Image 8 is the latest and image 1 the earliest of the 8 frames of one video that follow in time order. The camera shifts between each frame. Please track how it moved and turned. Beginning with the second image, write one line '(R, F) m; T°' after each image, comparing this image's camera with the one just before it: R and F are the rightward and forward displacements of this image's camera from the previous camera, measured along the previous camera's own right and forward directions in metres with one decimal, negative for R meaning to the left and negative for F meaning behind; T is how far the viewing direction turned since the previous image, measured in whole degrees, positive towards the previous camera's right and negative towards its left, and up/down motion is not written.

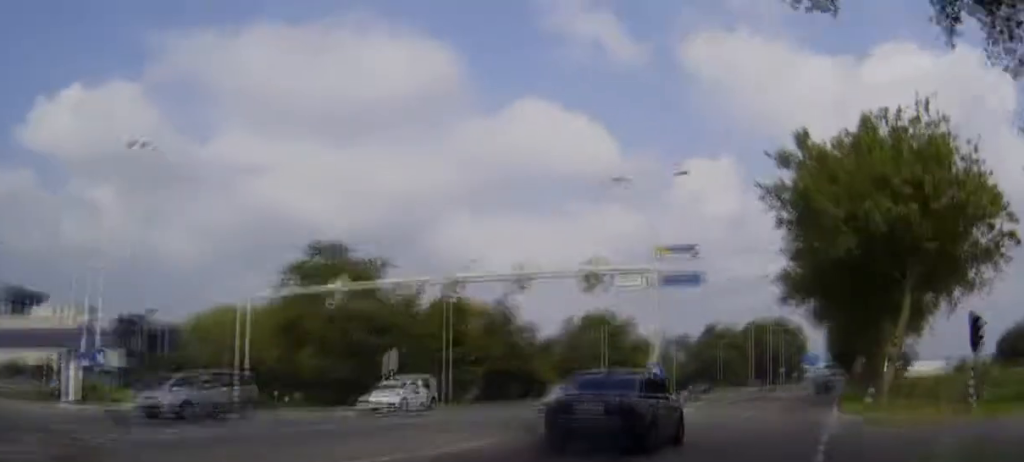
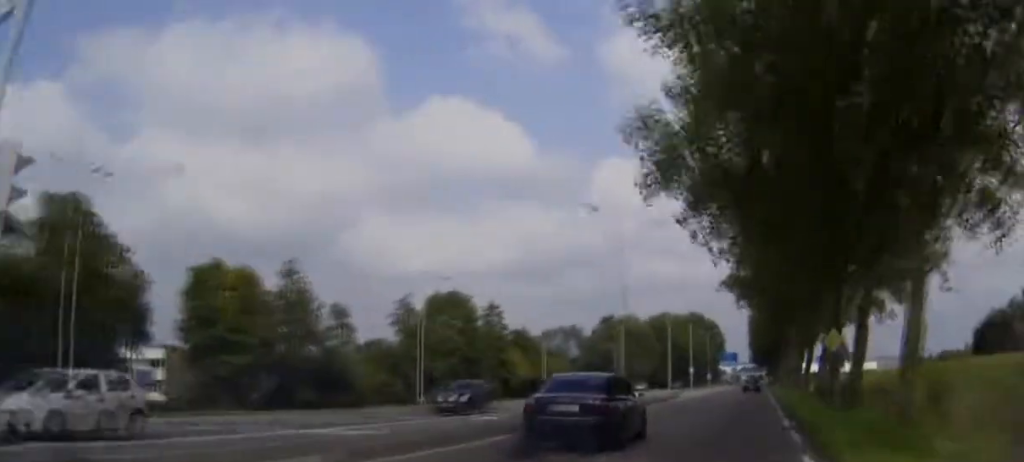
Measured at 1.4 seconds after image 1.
(+1.1, +28.3) m; +4°
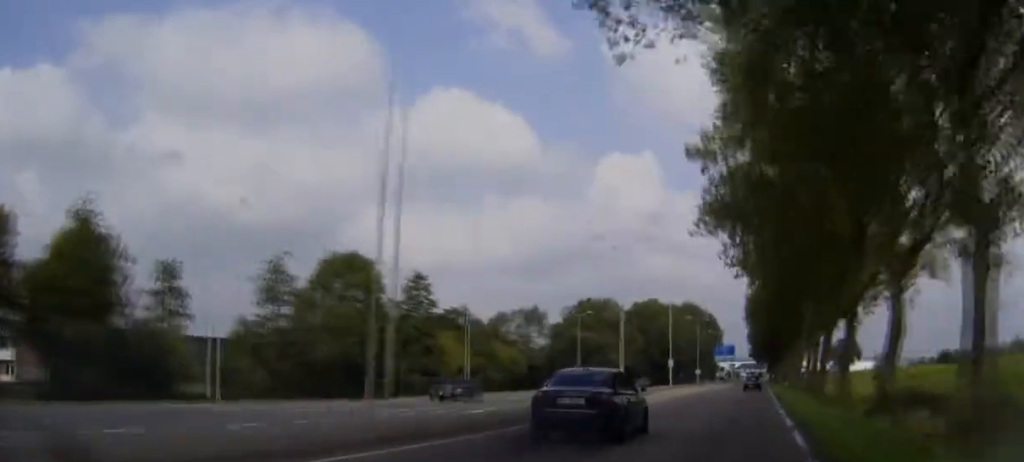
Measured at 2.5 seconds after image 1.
(+0.4, +25.2) m; +1°
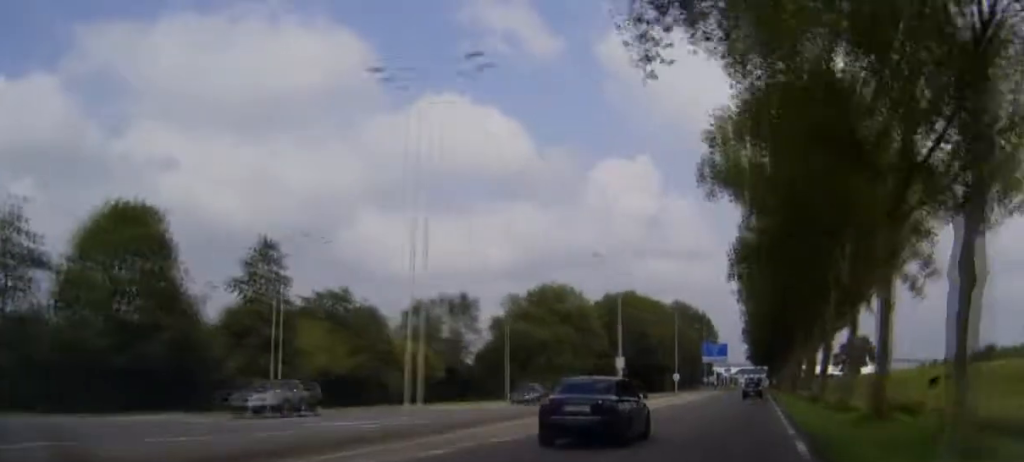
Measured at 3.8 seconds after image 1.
(-0.2, +29.2) m; 0°
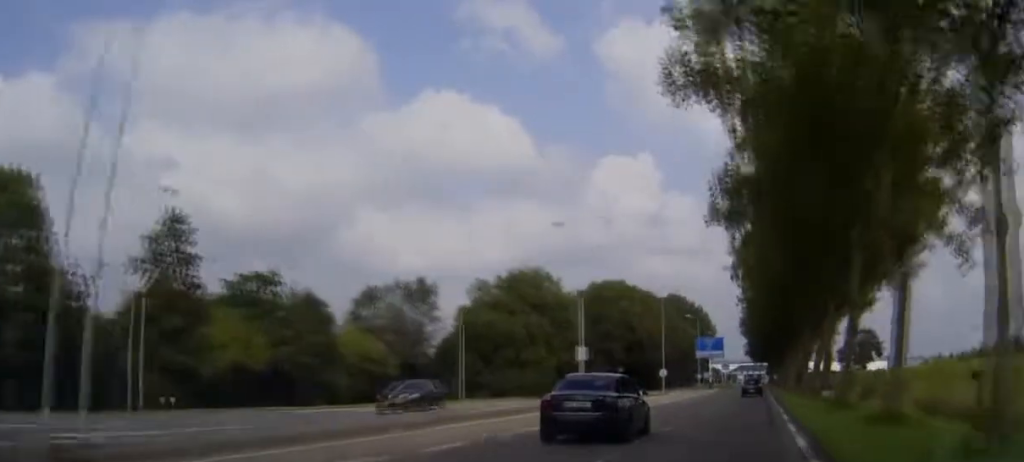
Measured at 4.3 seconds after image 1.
(0.0, +11.6) m; 0°
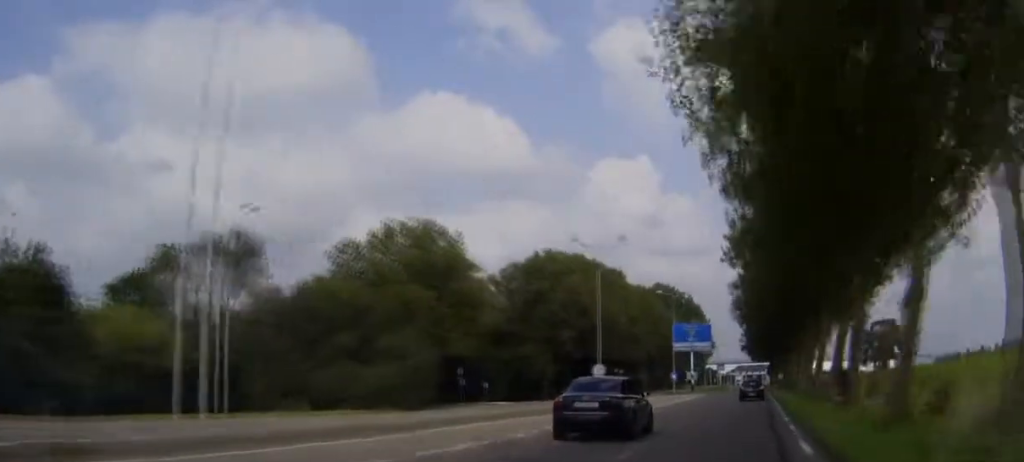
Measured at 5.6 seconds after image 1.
(-0.1, +31.0) m; 0°
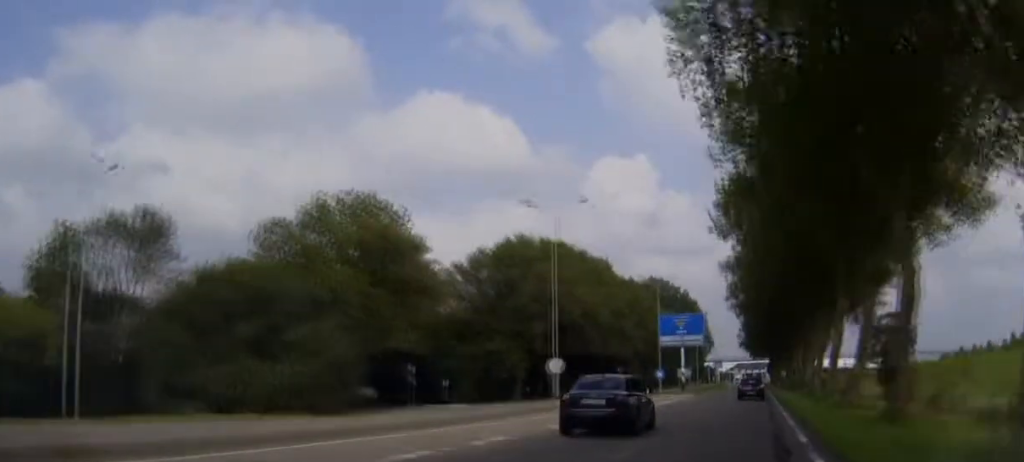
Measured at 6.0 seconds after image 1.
(+0.1, +10.0) m; 0°
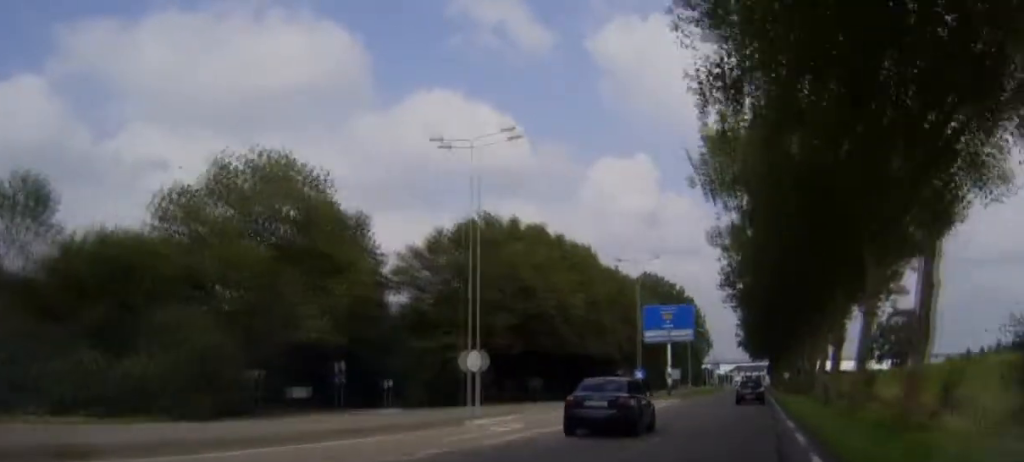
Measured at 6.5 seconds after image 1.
(+0.1, +10.8) m; 0°
